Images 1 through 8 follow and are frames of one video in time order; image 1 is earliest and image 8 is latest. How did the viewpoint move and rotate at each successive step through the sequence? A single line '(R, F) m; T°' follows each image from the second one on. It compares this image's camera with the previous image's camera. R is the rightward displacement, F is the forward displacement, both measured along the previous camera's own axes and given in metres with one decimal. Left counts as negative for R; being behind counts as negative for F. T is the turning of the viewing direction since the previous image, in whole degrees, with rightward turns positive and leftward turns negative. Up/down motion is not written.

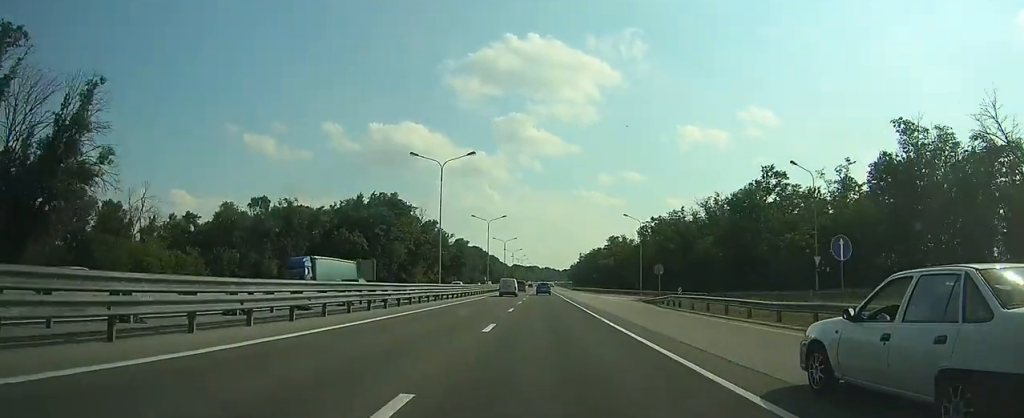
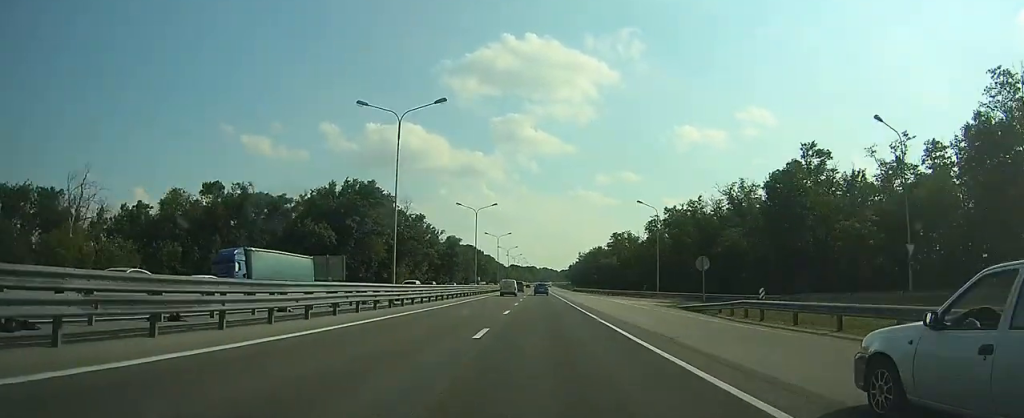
(0.0, +13.4) m; 0°
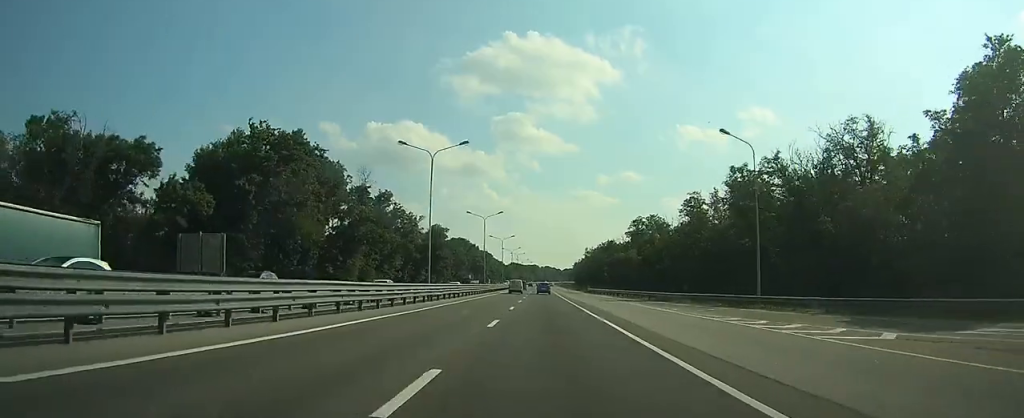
(0.0, +31.5) m; 0°
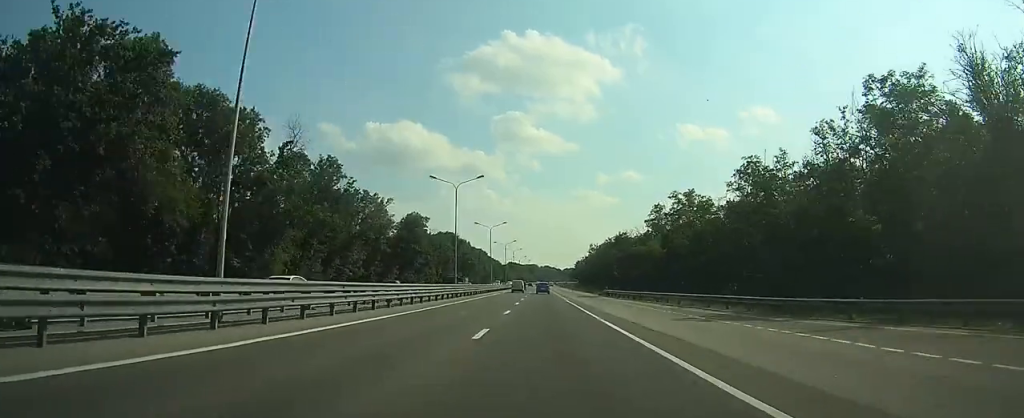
(+0.1, +27.3) m; 0°
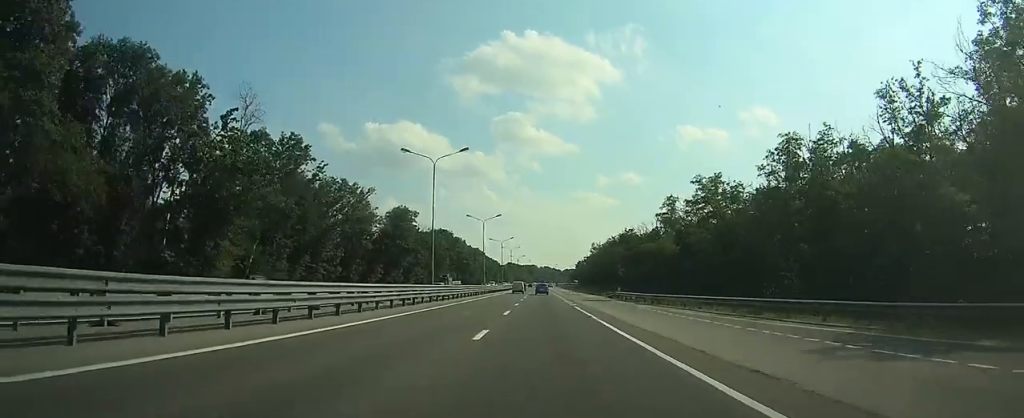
(0.0, +11.4) m; 0°
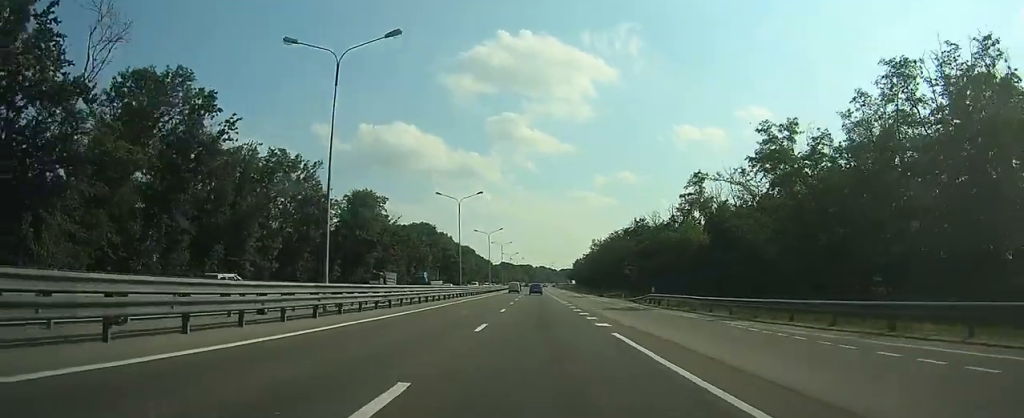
(+0.1, +20.8) m; 0°
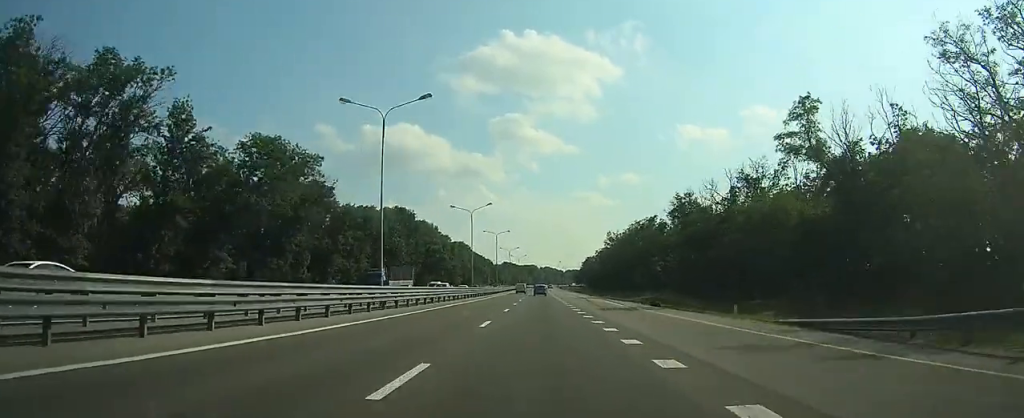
(-0.1, +33.0) m; 0°
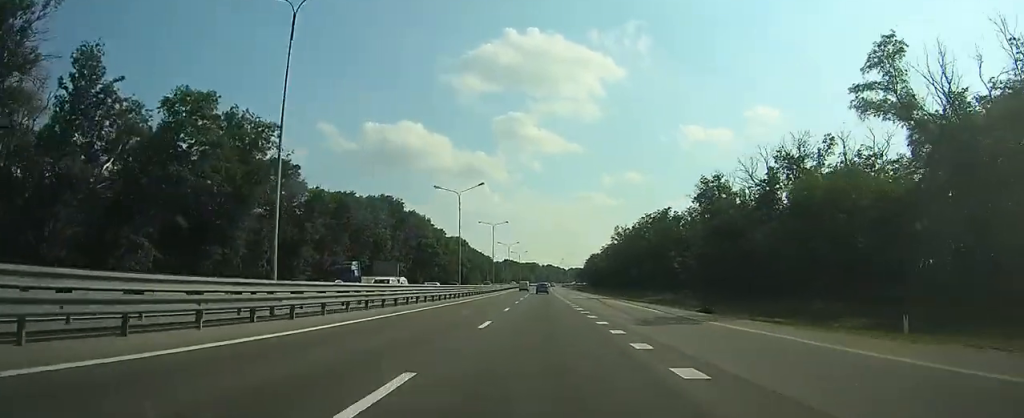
(0.0, +12.7) m; 0°
